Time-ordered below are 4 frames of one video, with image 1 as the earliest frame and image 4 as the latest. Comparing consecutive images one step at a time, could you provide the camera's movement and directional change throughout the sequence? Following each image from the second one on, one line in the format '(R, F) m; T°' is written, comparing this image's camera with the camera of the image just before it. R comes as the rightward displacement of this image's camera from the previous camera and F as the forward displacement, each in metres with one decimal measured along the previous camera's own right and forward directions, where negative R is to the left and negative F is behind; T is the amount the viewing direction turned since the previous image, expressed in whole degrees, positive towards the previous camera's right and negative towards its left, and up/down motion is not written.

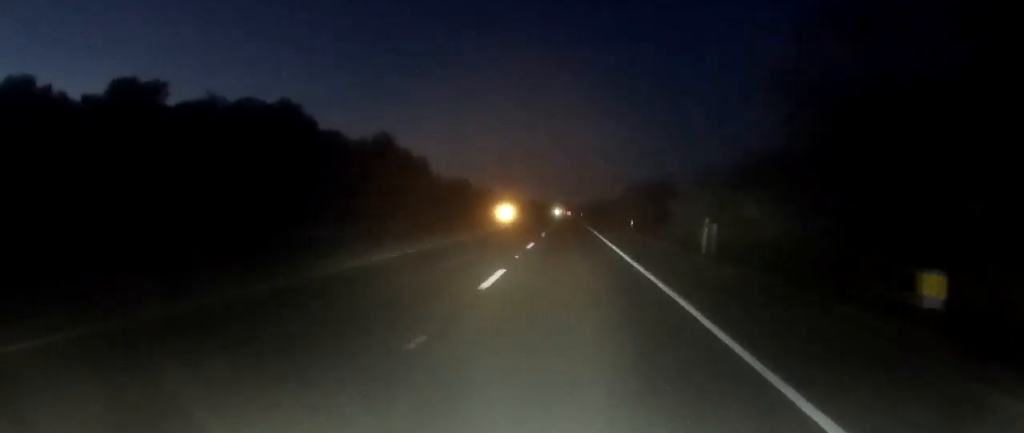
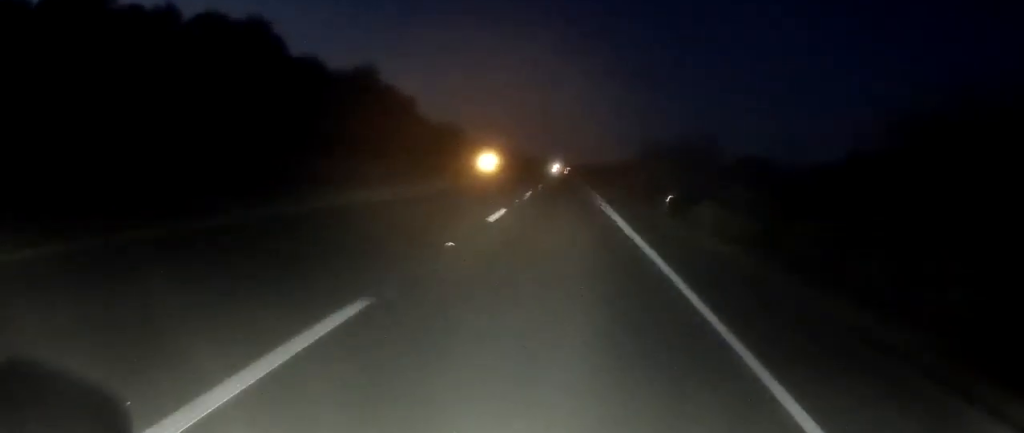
(+0.2, +26.3) m; +1°
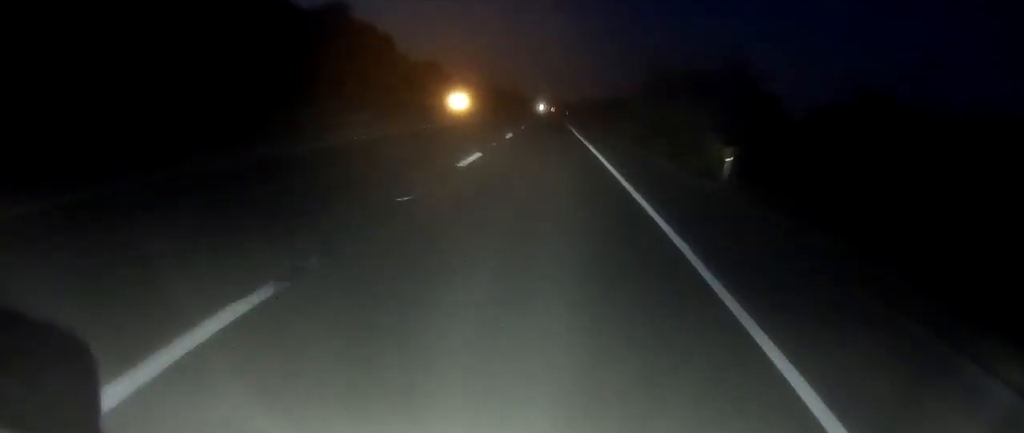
(+0.1, +16.7) m; 0°
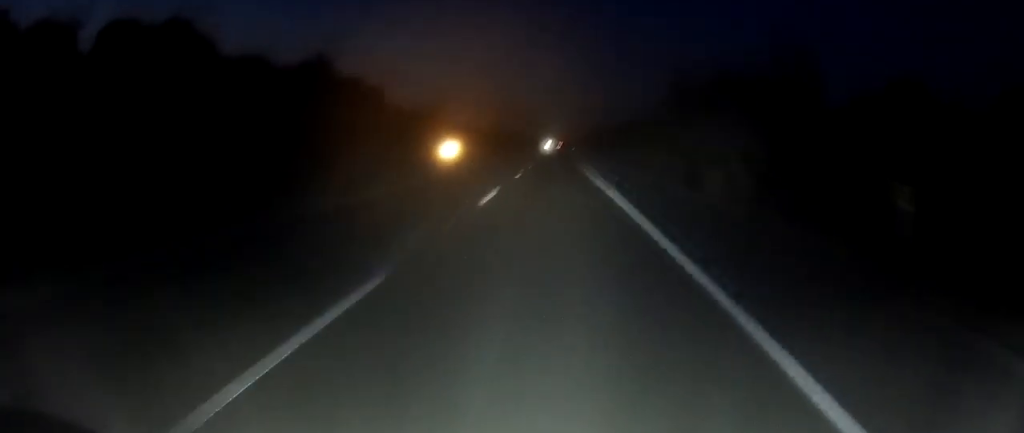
(+0.1, +11.5) m; 0°
